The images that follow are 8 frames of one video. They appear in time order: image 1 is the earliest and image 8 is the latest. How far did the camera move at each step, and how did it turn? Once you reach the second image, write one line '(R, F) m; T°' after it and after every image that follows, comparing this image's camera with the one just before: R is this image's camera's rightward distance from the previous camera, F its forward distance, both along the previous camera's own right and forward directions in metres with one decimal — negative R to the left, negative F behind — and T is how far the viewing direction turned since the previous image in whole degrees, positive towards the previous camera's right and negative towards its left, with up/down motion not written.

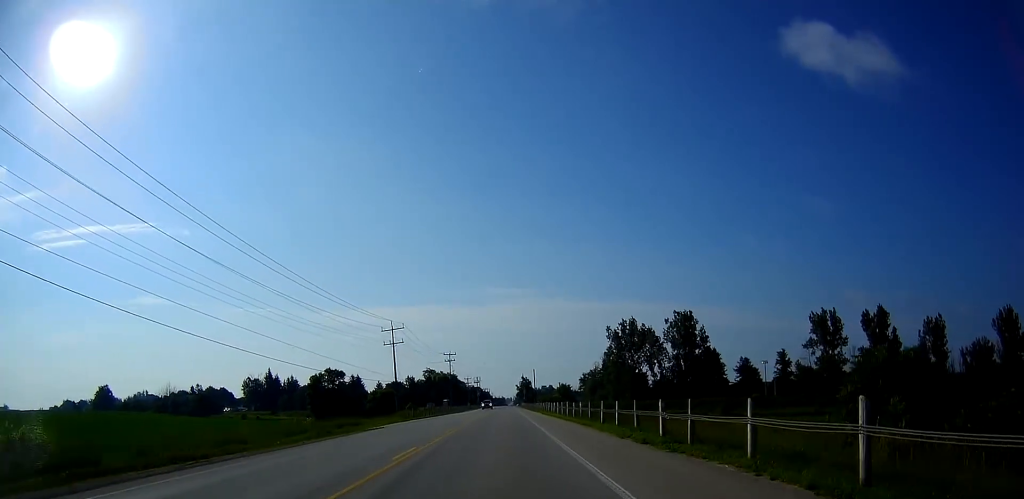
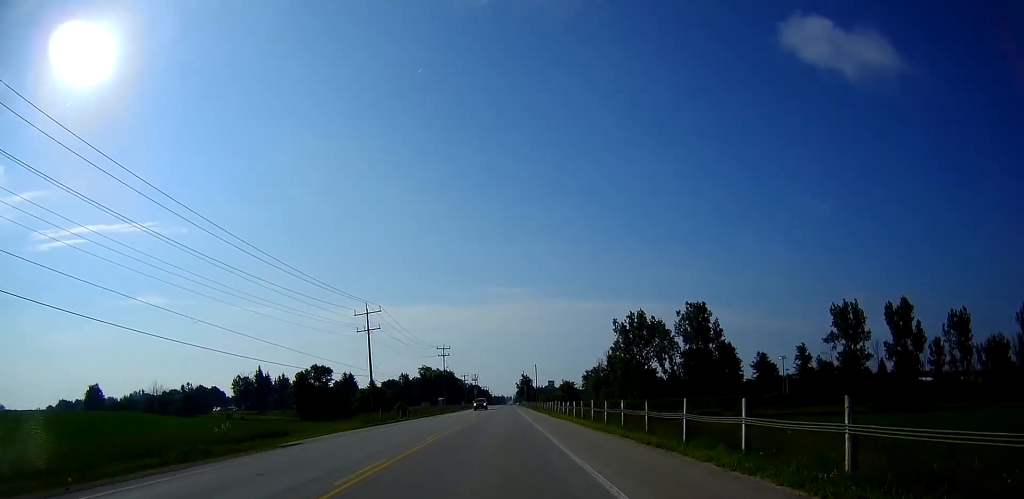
(0.0, +12.4) m; 0°
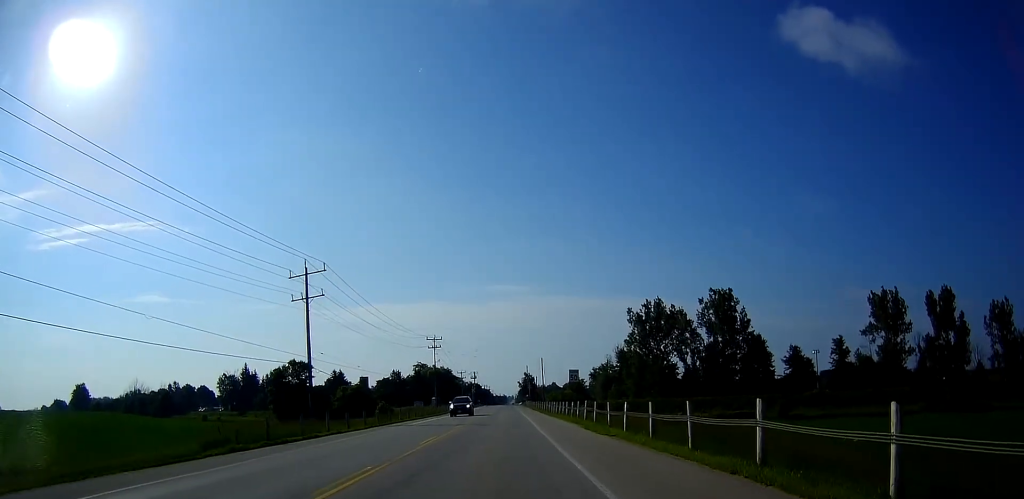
(+0.3, +18.3) m; 0°
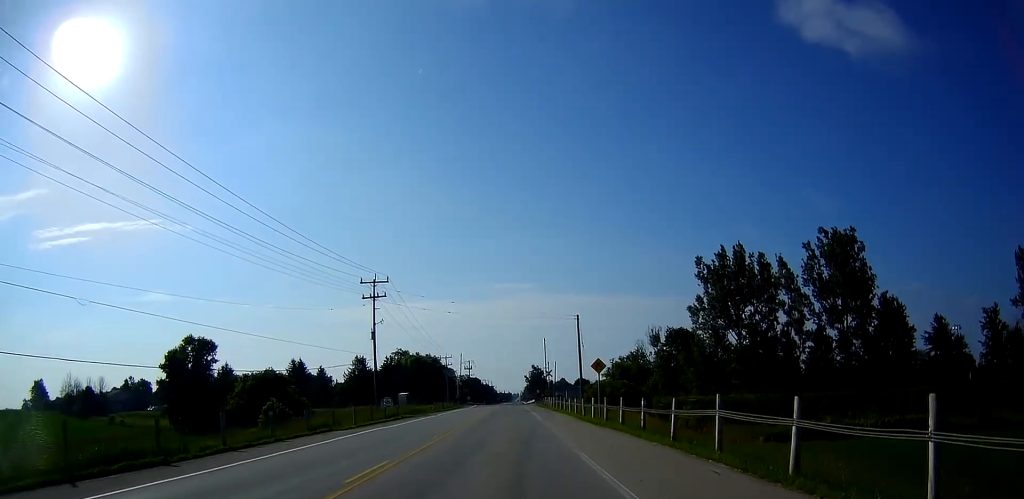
(+0.2, +53.3) m; 0°
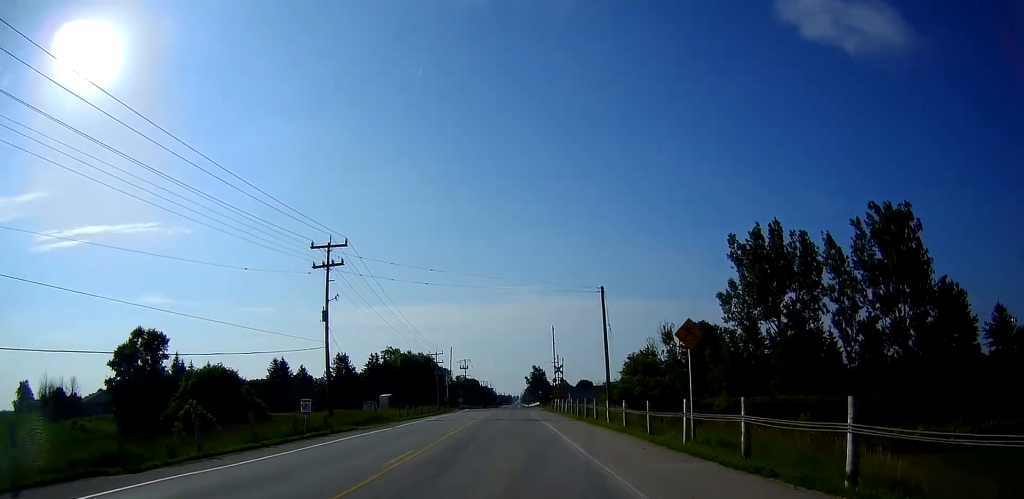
(-0.3, +15.6) m; -1°
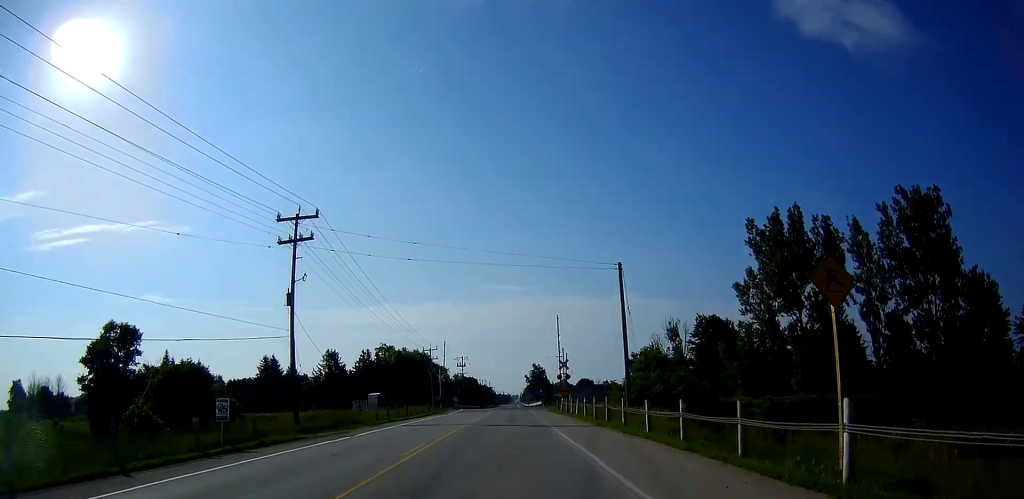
(0.0, +7.0) m; 0°
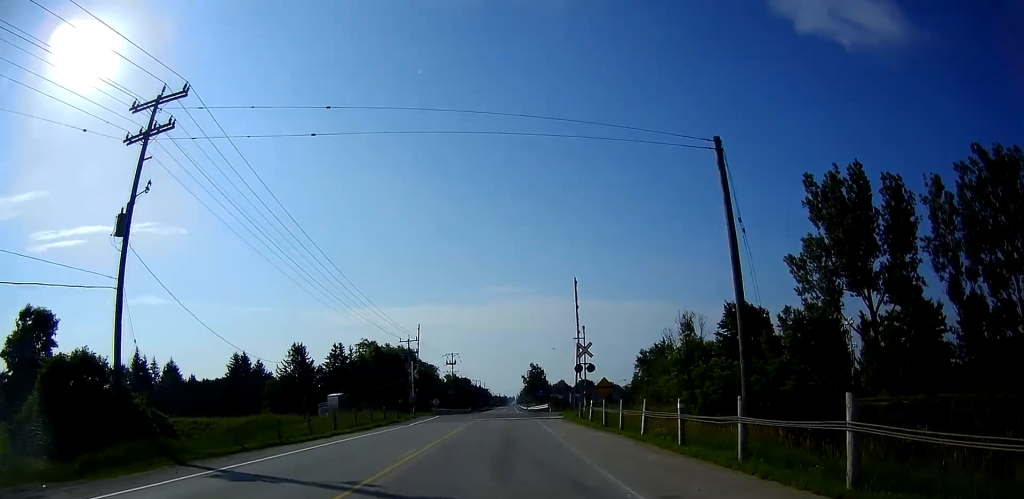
(+0.2, +17.8) m; +1°
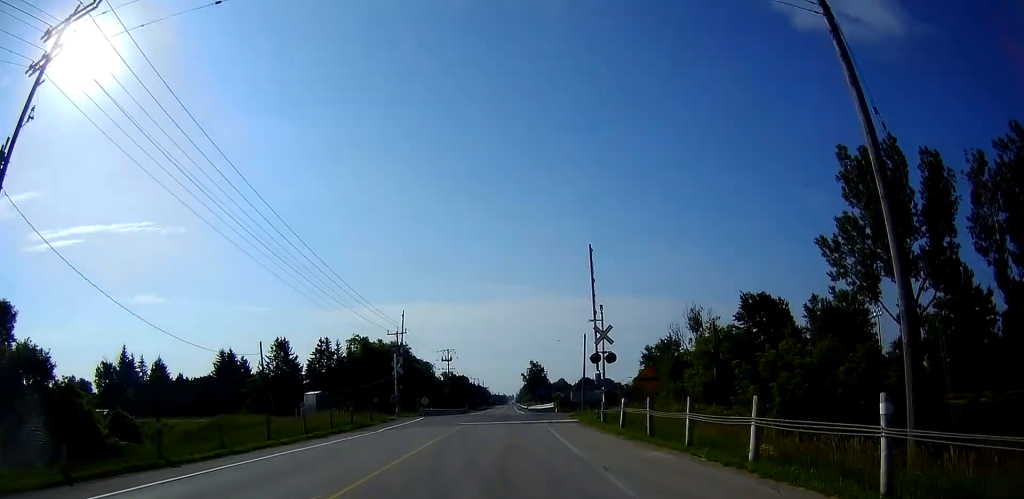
(+0.3, +7.7) m; 0°
